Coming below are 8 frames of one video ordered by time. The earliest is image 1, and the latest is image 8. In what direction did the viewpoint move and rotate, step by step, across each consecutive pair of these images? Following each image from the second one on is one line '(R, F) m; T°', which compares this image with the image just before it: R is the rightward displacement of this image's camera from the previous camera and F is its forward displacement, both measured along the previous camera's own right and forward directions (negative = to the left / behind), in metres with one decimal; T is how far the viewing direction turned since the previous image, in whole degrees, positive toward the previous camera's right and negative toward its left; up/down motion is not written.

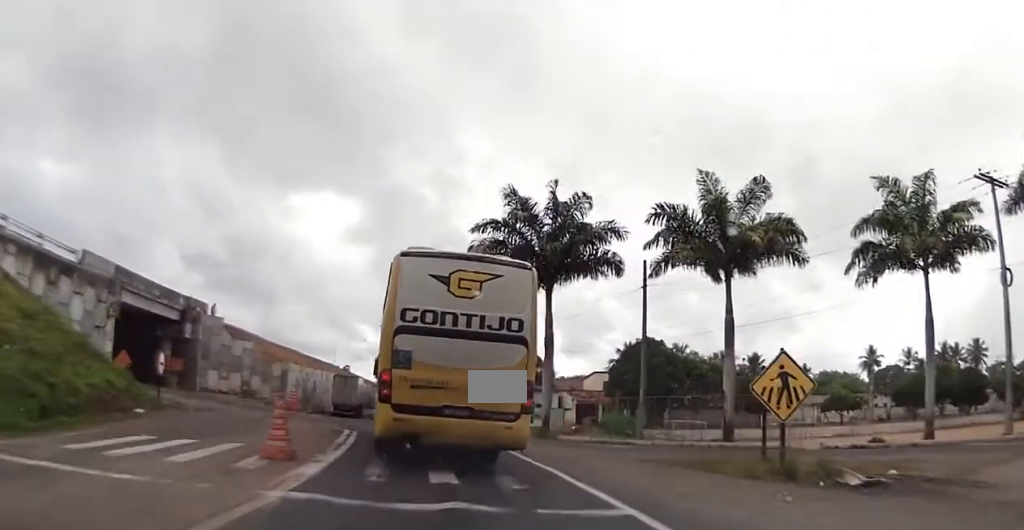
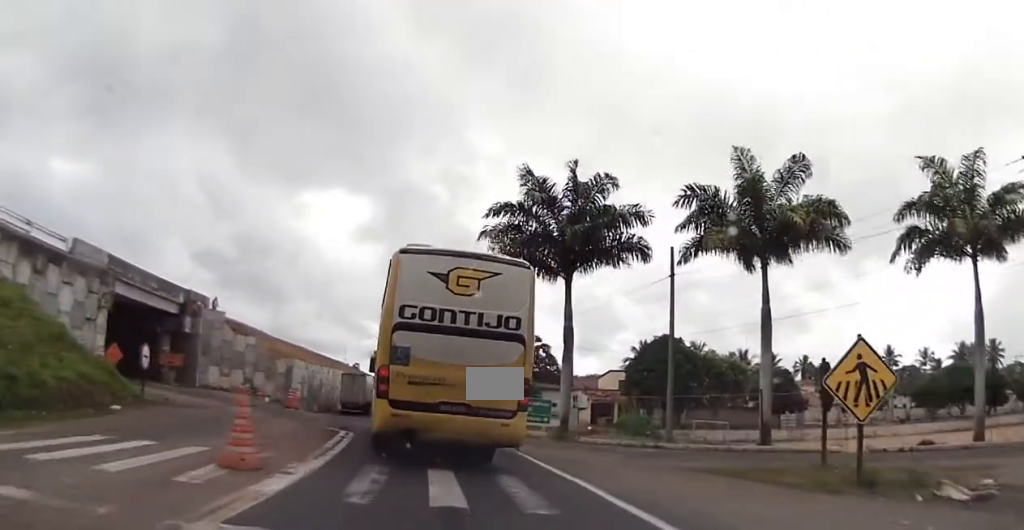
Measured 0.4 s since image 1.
(0.0, +2.2) m; -1°
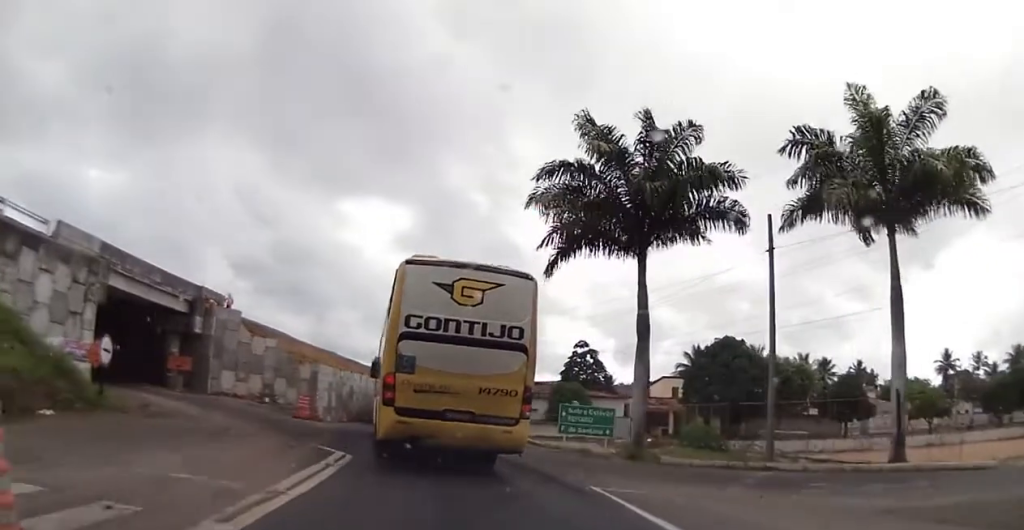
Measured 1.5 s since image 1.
(-0.1, +5.4) m; -1°
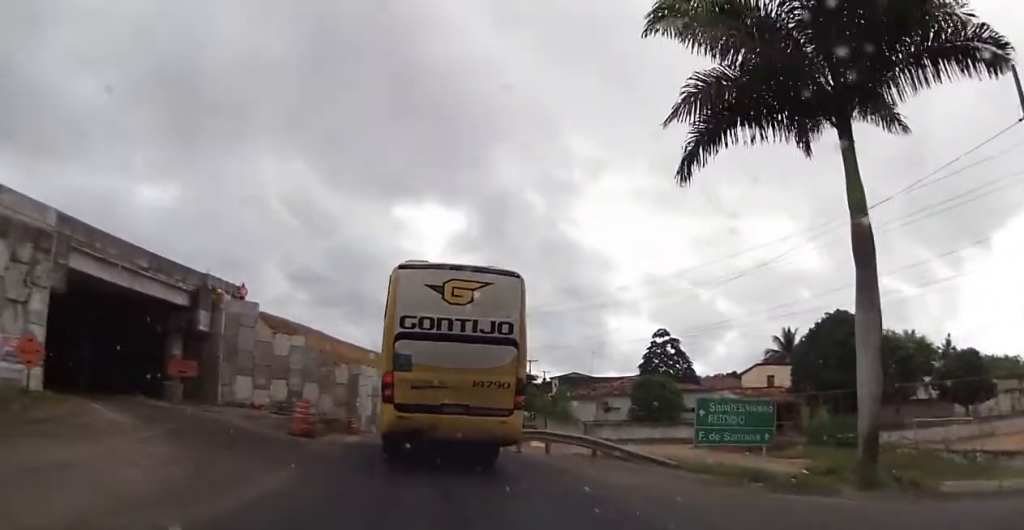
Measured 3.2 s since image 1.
(-0.8, +9.5) m; -8°
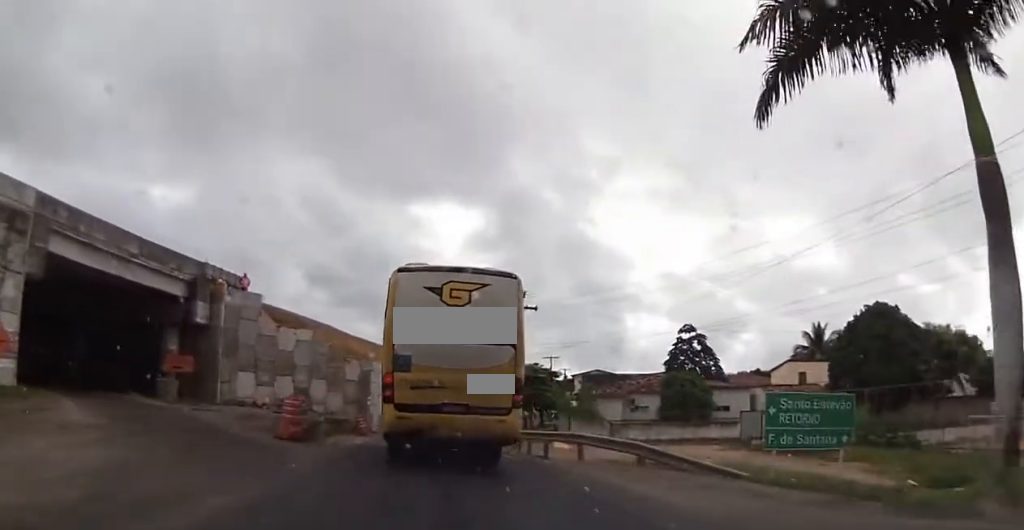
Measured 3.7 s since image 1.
(0.0, +3.1) m; 0°
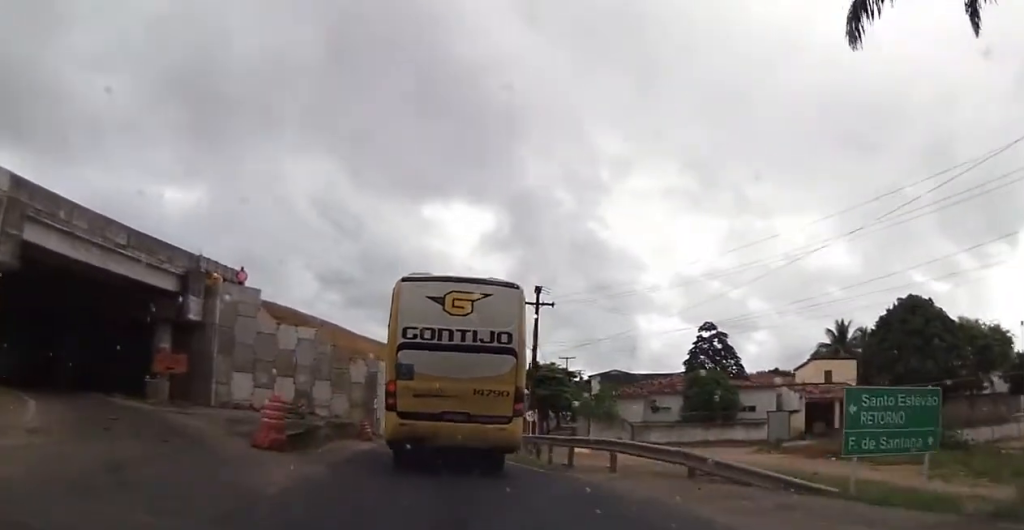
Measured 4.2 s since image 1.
(+0.1, +2.7) m; +1°
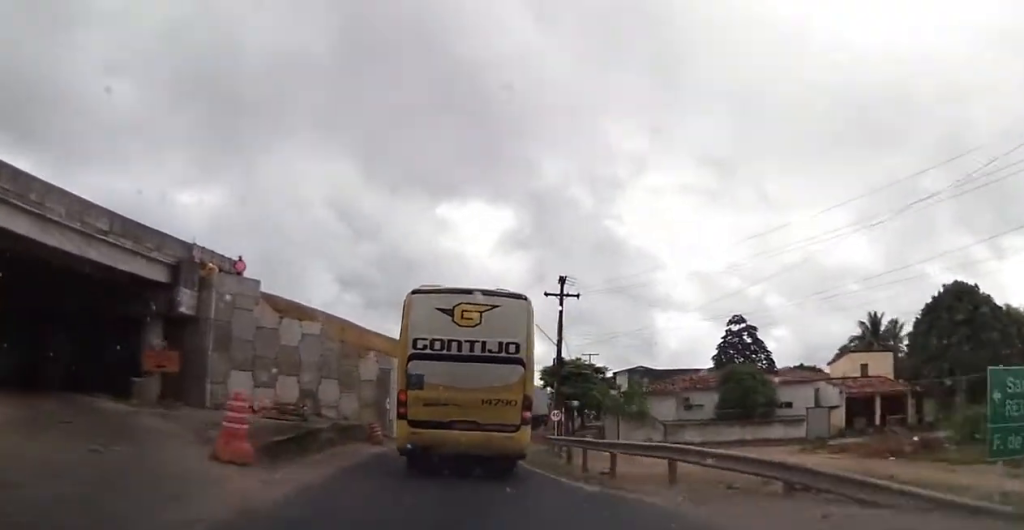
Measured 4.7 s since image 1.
(0.0, +3.4) m; -1°
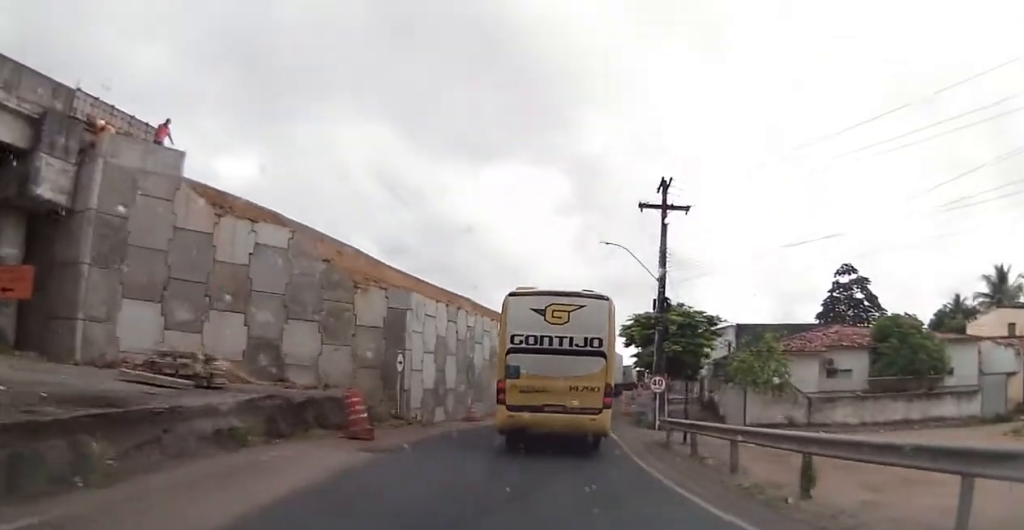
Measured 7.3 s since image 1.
(-0.9, +15.7) m; -6°
